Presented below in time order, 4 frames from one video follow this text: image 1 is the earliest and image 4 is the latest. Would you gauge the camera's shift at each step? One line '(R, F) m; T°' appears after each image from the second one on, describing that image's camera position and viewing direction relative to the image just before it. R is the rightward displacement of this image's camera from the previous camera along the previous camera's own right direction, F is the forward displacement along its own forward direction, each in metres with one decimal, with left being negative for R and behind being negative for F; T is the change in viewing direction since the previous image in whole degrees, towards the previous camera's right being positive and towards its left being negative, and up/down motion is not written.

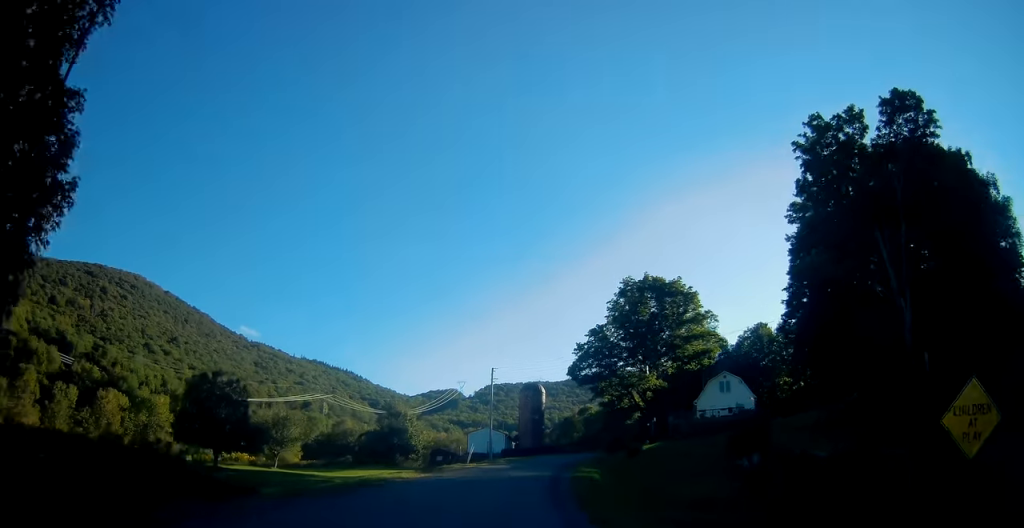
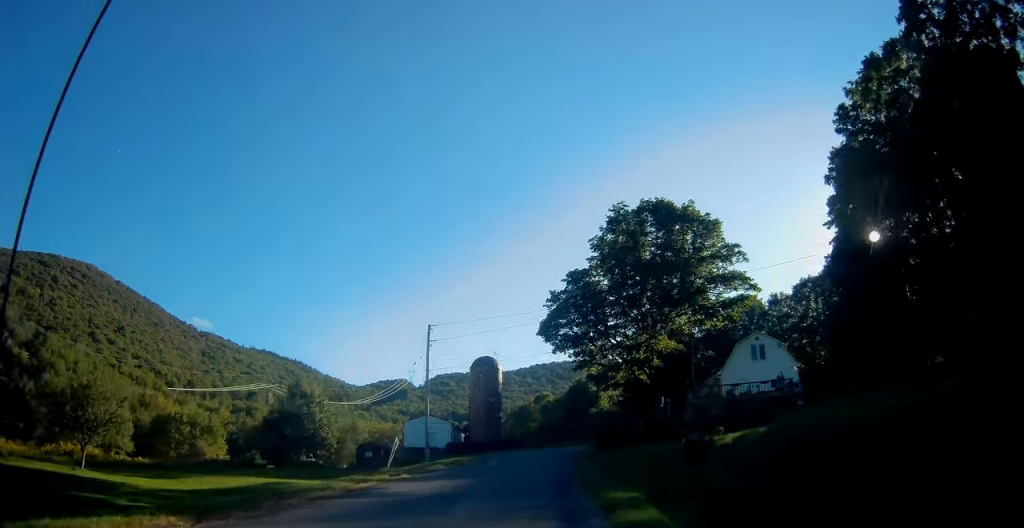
(+1.8, +20.0) m; +12°
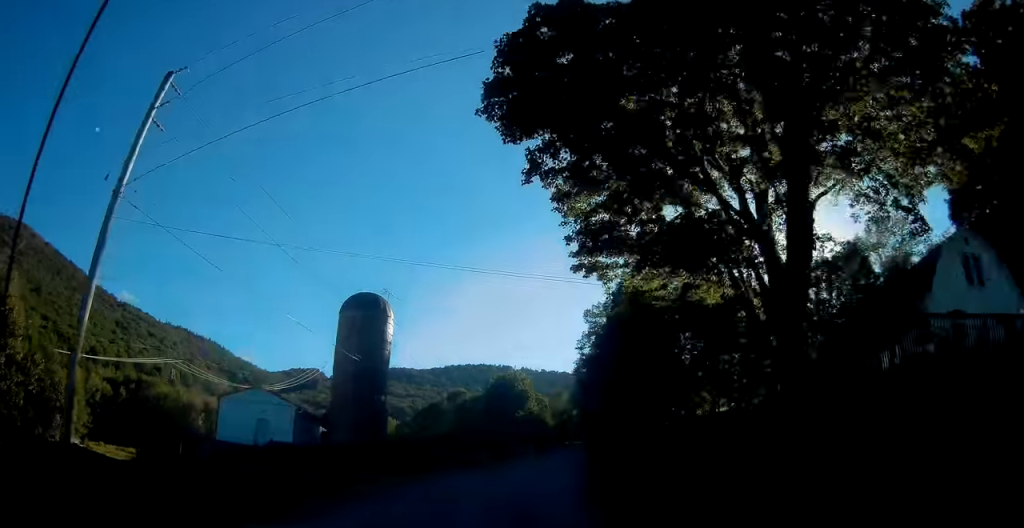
(+3.3, +30.8) m; +7°
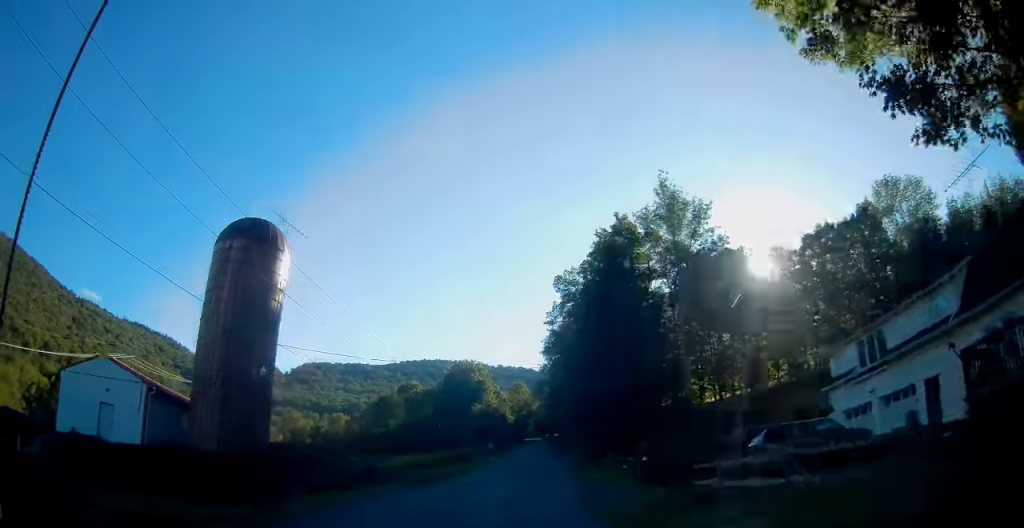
(0.0, +13.9) m; 0°
